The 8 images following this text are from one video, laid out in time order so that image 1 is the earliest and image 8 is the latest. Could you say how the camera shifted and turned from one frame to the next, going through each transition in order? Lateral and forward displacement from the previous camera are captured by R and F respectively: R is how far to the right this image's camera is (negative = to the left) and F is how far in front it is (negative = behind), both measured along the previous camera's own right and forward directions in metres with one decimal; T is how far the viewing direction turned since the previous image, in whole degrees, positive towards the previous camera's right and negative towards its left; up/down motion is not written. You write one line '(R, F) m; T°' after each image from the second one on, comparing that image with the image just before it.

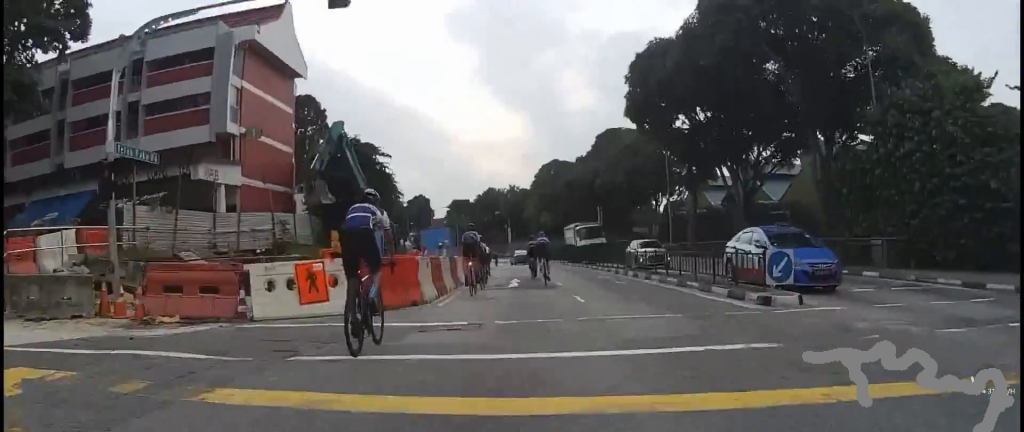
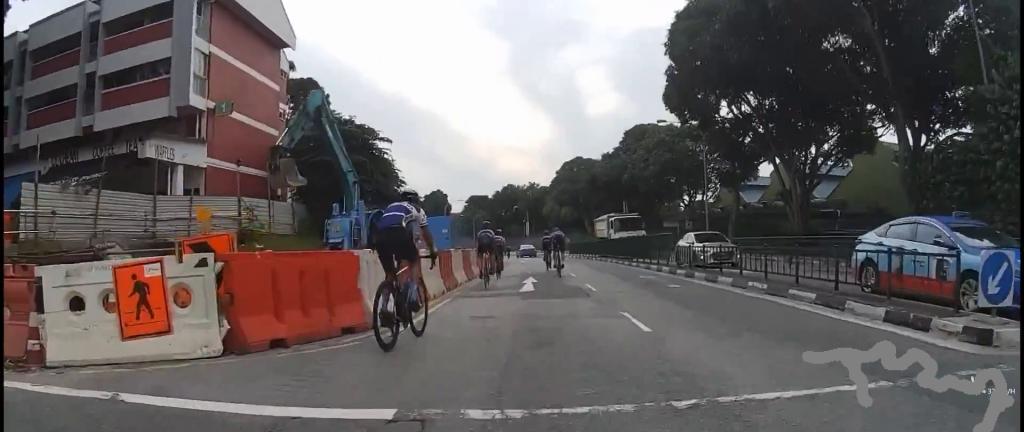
(0.0, +5.6) m; 0°
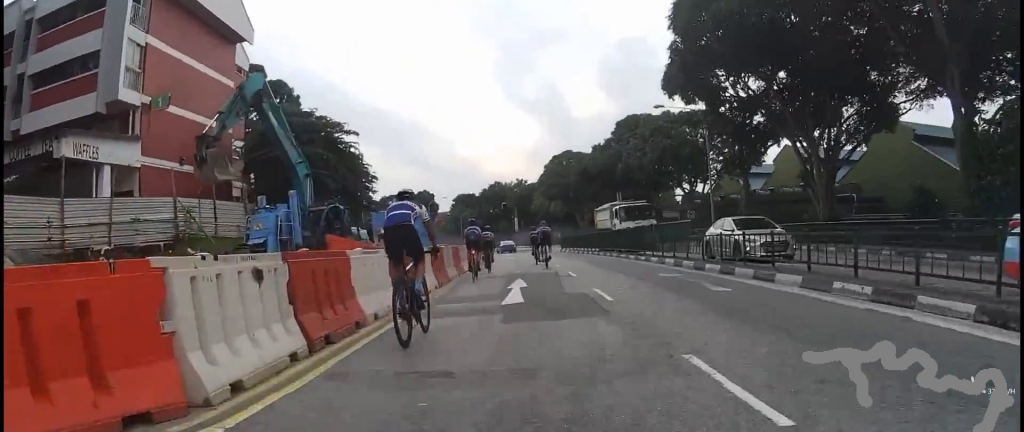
(0.0, +4.1) m; 0°
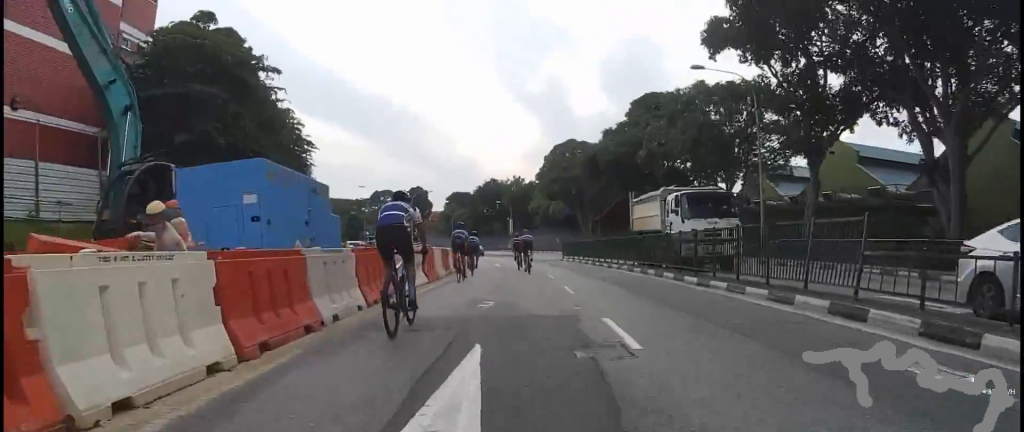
(0.0, +9.8) m; 0°
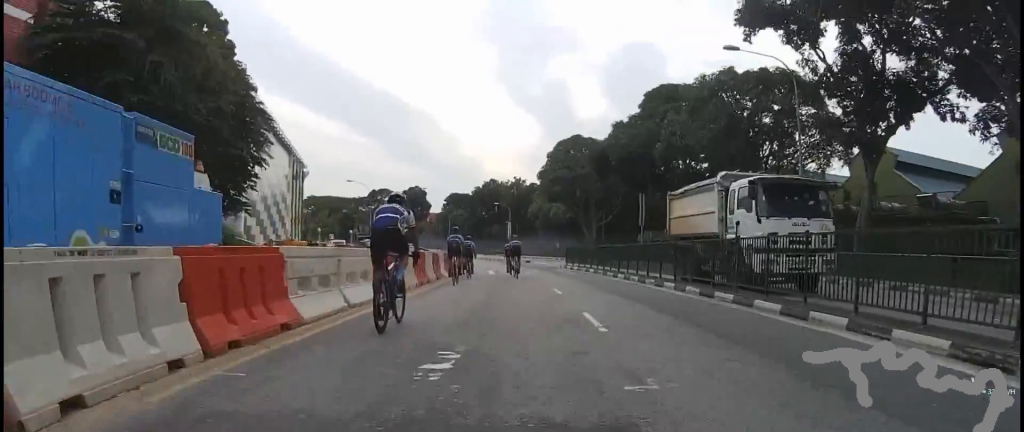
(0.0, +4.8) m; 0°
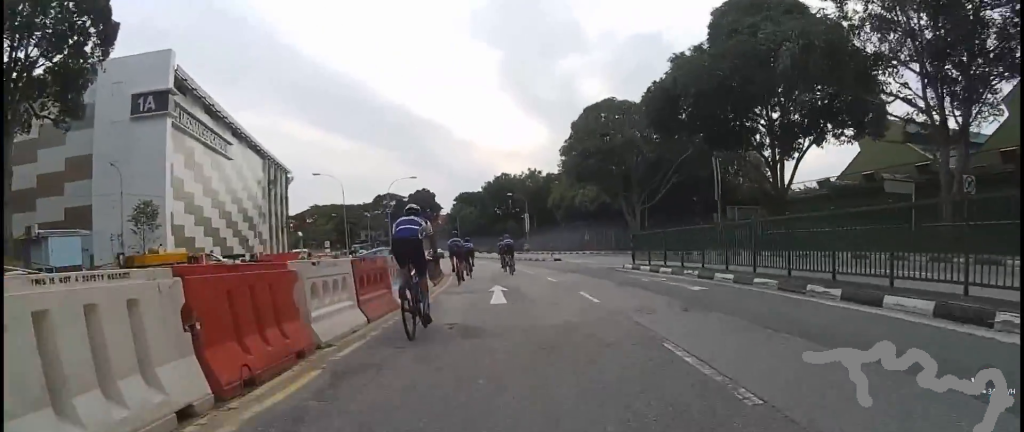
(-0.6, +15.6) m; -7°
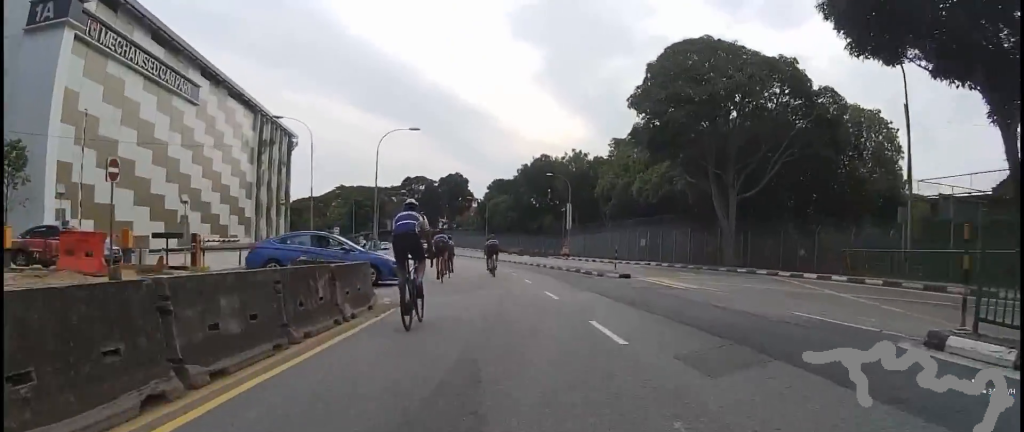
(0.0, +15.8) m; -1°
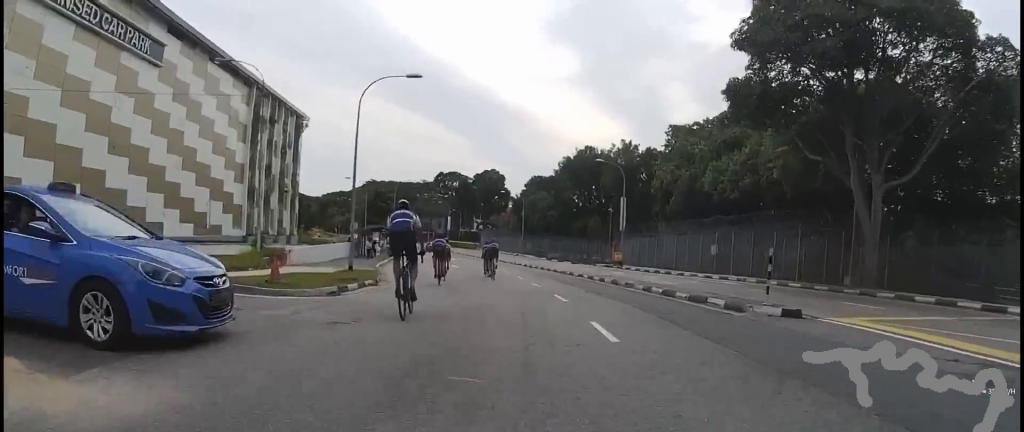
(-1.0, +11.6) m; -8°
